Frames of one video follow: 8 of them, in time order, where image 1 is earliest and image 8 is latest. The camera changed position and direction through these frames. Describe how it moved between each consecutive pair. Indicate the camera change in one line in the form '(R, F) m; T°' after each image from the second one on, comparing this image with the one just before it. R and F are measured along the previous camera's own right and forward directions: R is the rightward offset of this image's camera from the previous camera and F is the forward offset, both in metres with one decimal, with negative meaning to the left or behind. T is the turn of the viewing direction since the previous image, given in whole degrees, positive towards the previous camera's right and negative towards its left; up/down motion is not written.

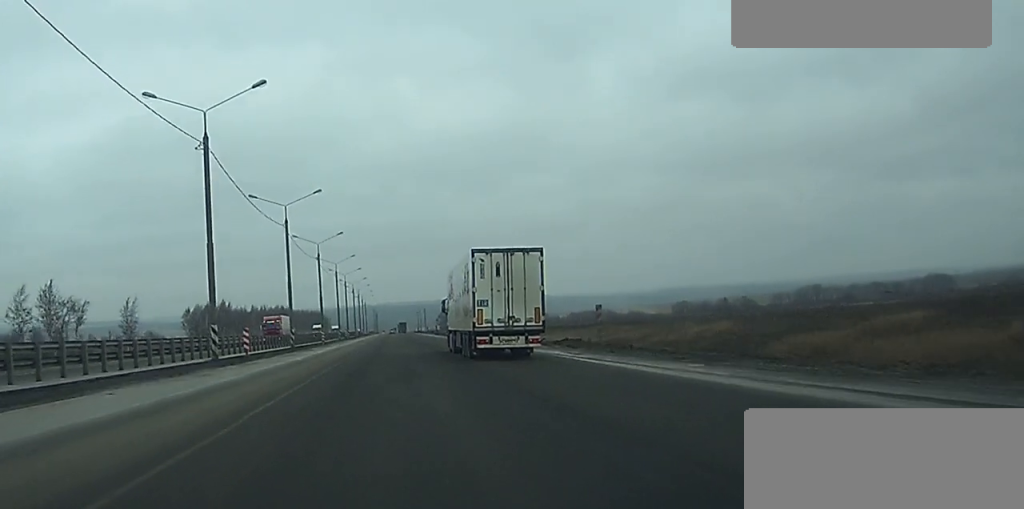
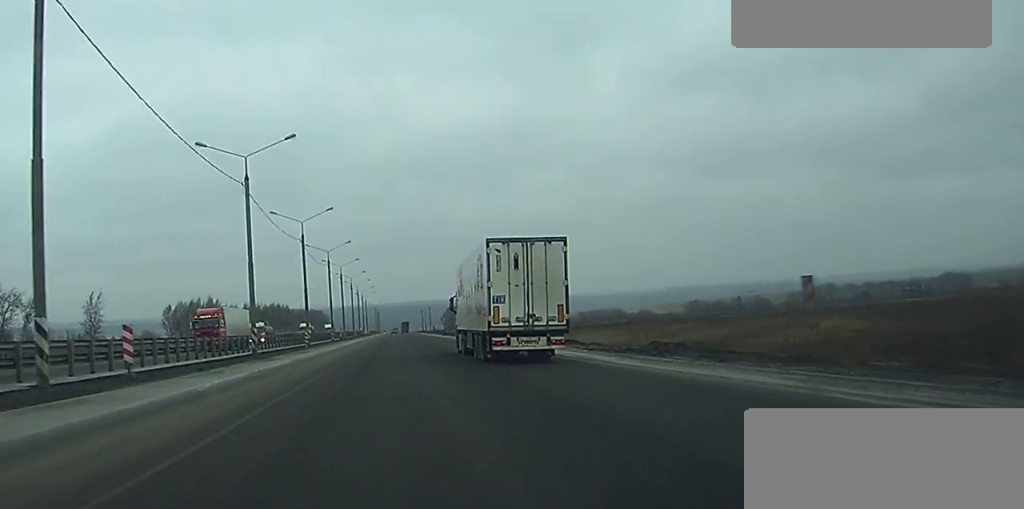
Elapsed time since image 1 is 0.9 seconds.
(0.0, +21.7) m; 0°
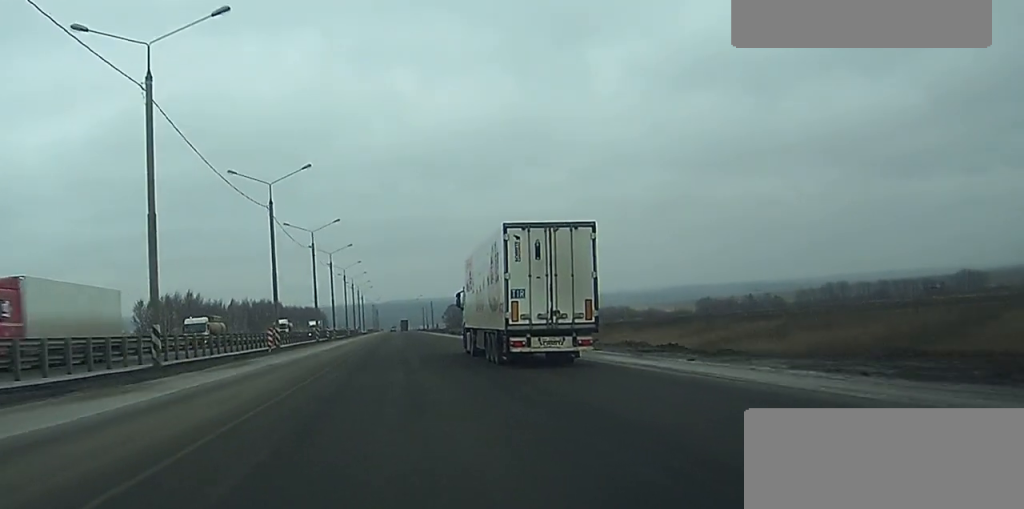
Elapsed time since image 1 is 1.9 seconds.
(0.0, +21.9) m; 0°
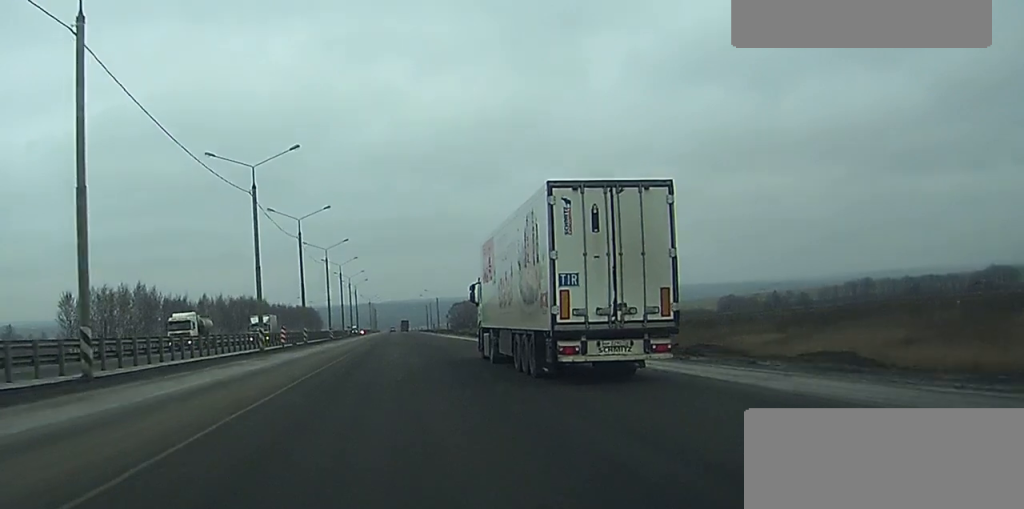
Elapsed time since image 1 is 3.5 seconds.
(0.0, +39.6) m; 0°
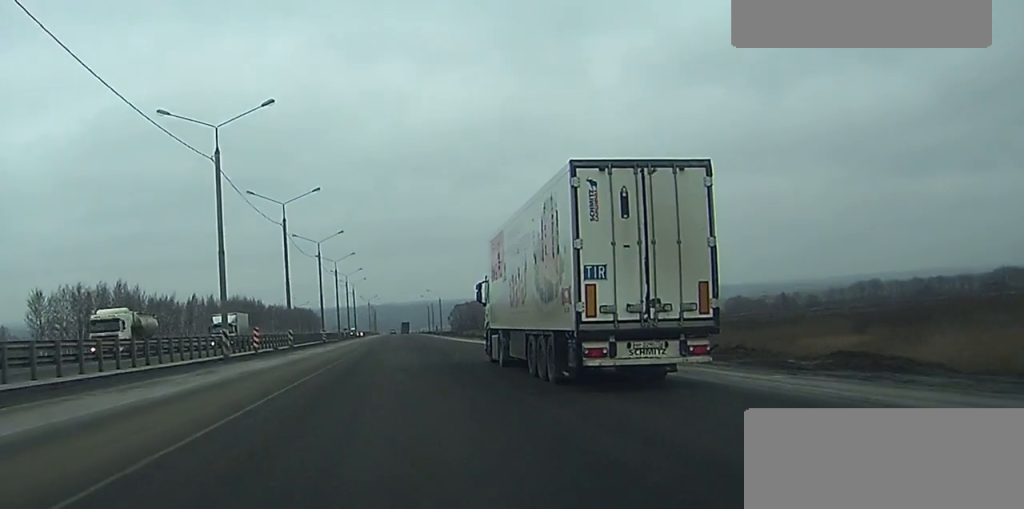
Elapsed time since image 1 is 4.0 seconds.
(0.0, +12.1) m; 0°
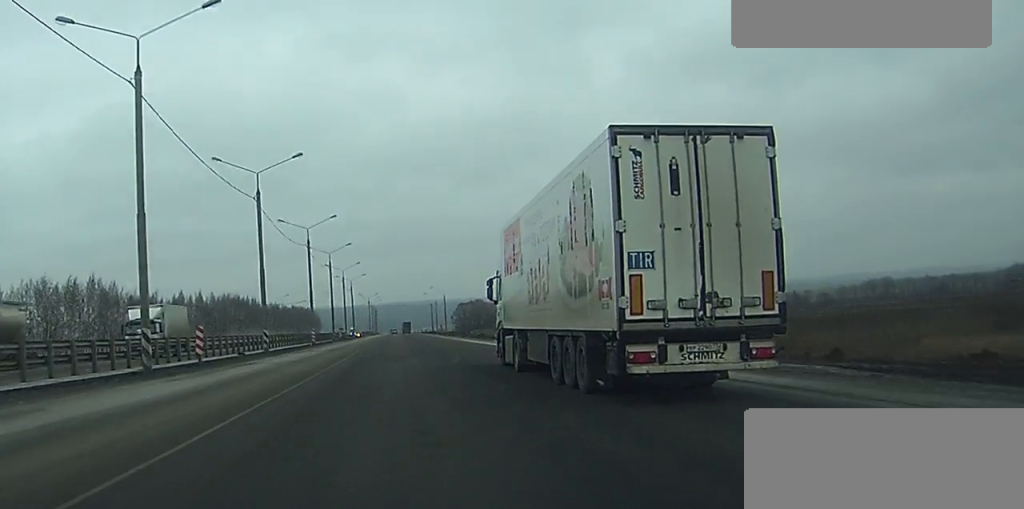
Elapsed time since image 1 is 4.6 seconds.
(0.0, +14.5) m; 0°
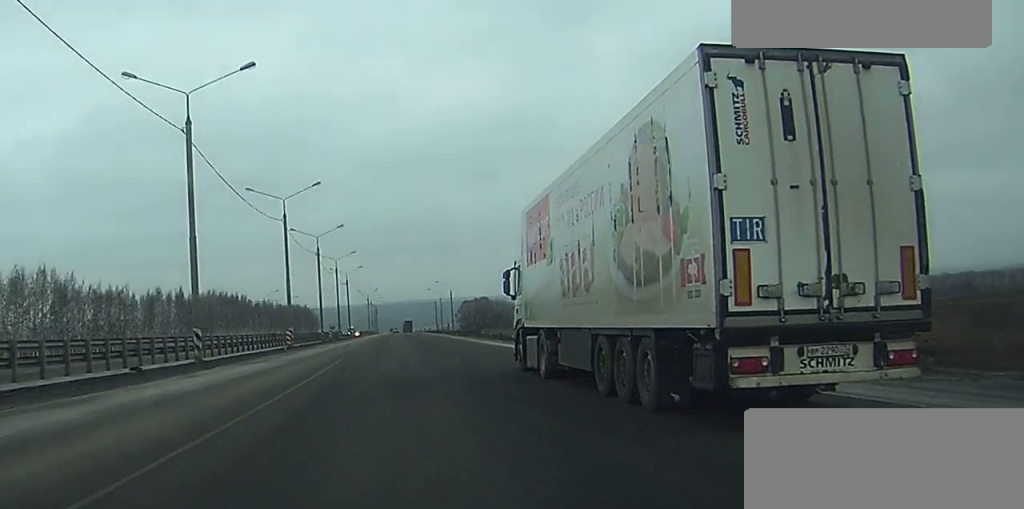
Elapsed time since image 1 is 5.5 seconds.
(-0.1, +20.5) m; 0°
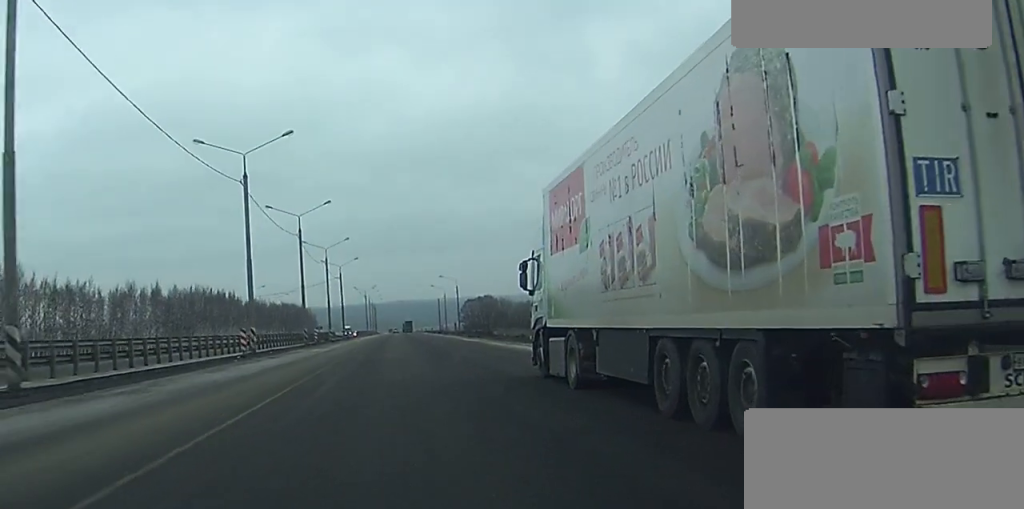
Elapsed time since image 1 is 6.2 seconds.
(0.0, +19.2) m; 0°
